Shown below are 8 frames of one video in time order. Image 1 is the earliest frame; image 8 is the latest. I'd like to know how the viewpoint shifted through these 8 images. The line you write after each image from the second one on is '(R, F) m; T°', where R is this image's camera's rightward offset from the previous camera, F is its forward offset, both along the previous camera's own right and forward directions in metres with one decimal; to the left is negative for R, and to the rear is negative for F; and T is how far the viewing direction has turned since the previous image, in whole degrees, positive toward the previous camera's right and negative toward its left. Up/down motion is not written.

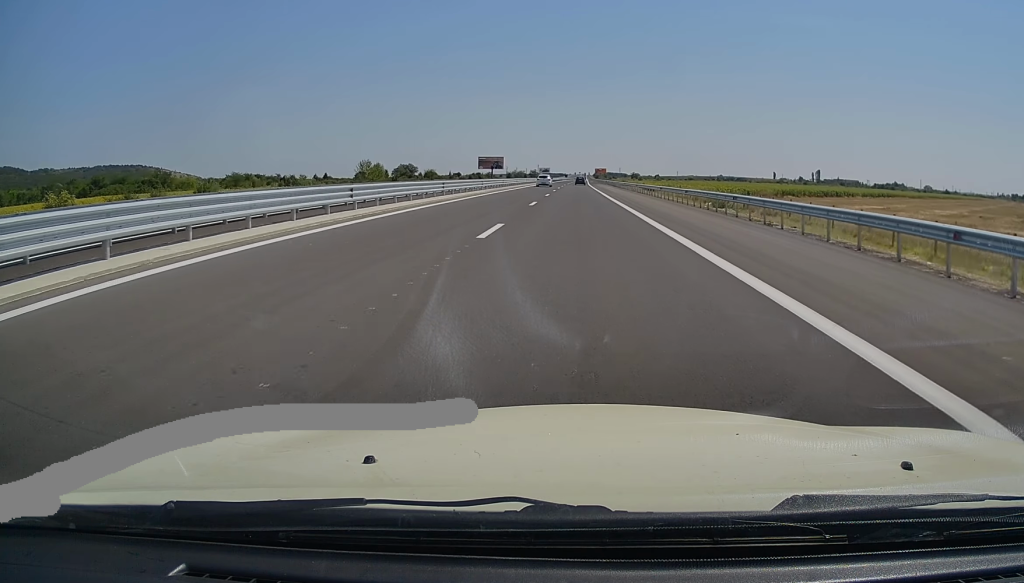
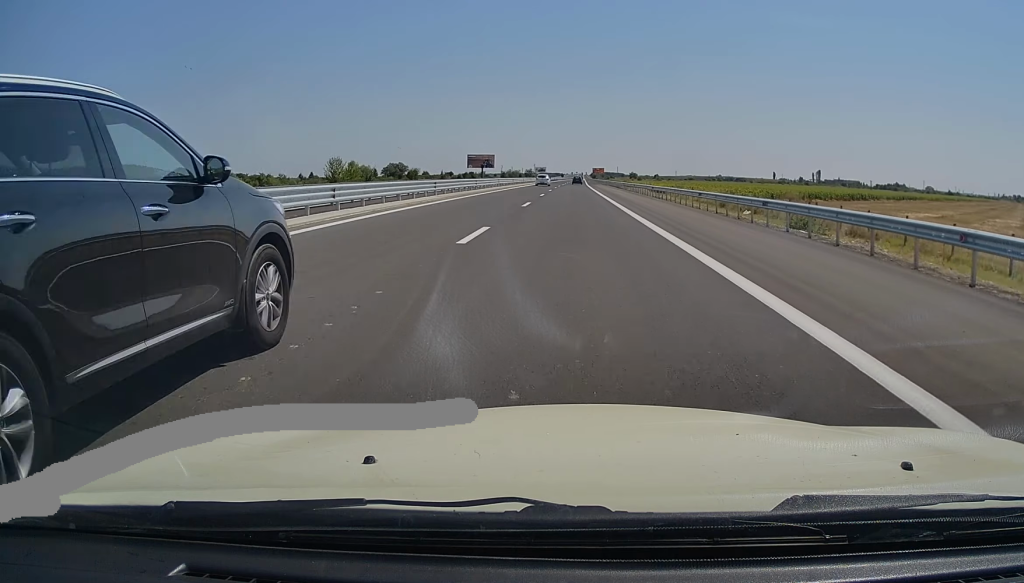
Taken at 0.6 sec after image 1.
(0.0, +17.2) m; 0°
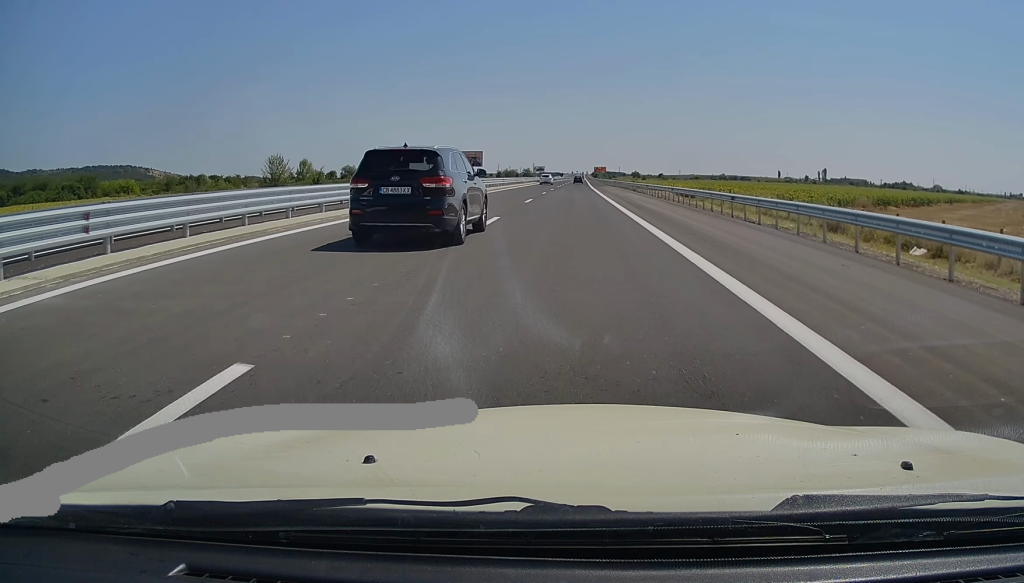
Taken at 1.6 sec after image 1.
(-0.1, +27.6) m; 0°
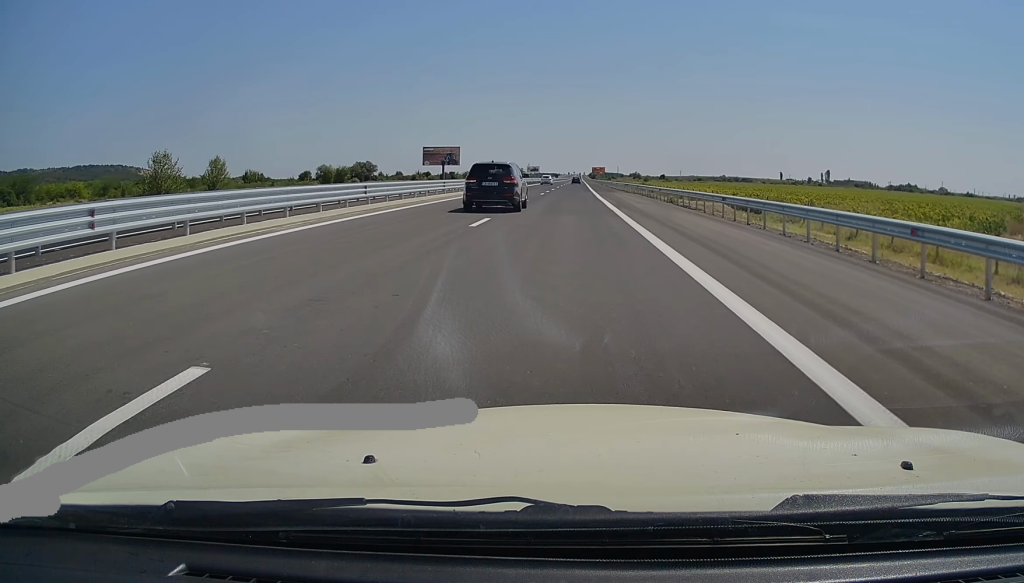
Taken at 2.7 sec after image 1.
(+0.3, +31.4) m; +1°
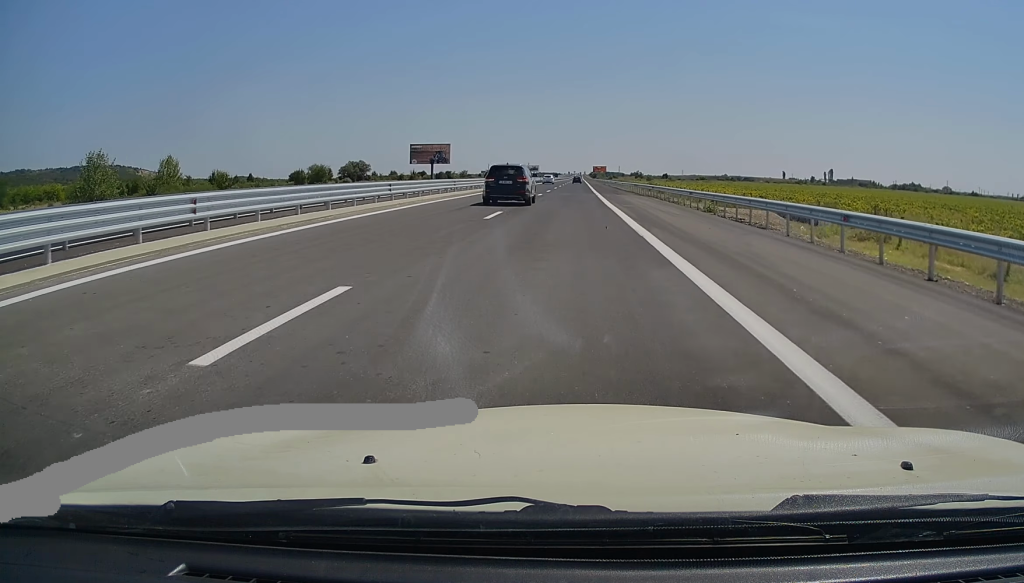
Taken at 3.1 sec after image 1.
(0.0, +12.3) m; 0°
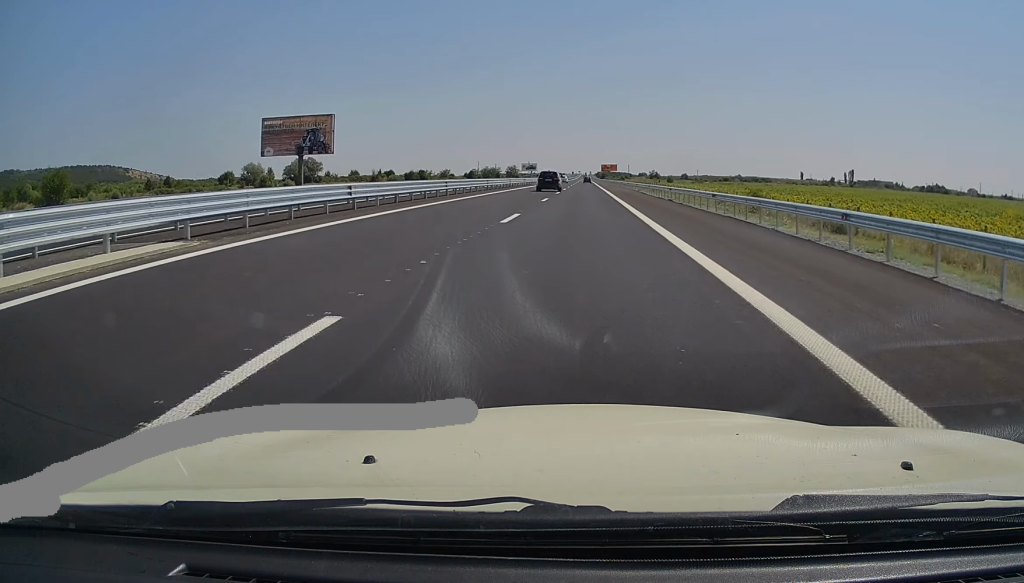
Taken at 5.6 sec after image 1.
(-0.8, +70.3) m; -1°
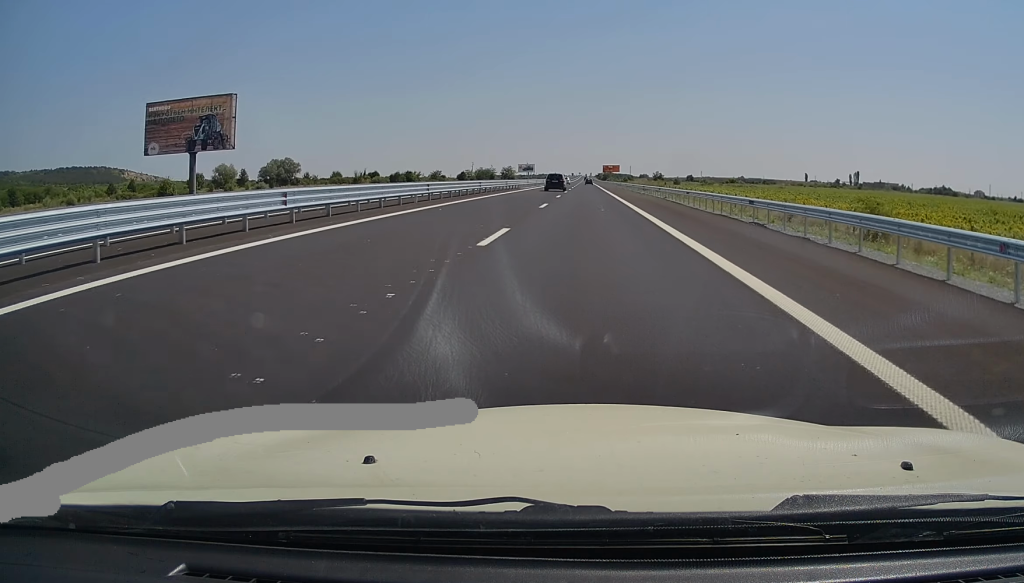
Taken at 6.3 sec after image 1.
(+0.3, +22.0) m; +1°
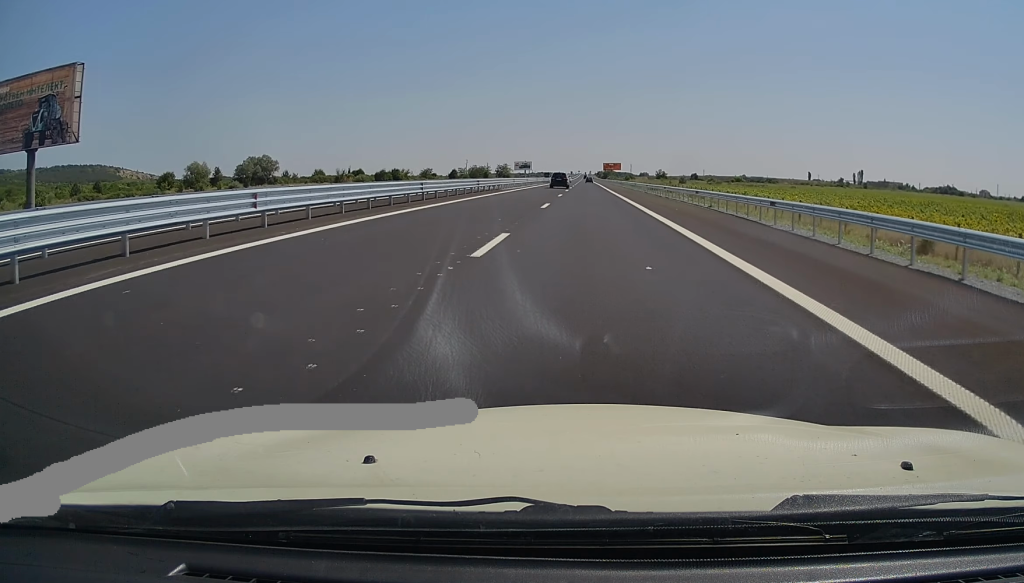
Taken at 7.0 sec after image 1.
(0.0, +18.2) m; -1°
